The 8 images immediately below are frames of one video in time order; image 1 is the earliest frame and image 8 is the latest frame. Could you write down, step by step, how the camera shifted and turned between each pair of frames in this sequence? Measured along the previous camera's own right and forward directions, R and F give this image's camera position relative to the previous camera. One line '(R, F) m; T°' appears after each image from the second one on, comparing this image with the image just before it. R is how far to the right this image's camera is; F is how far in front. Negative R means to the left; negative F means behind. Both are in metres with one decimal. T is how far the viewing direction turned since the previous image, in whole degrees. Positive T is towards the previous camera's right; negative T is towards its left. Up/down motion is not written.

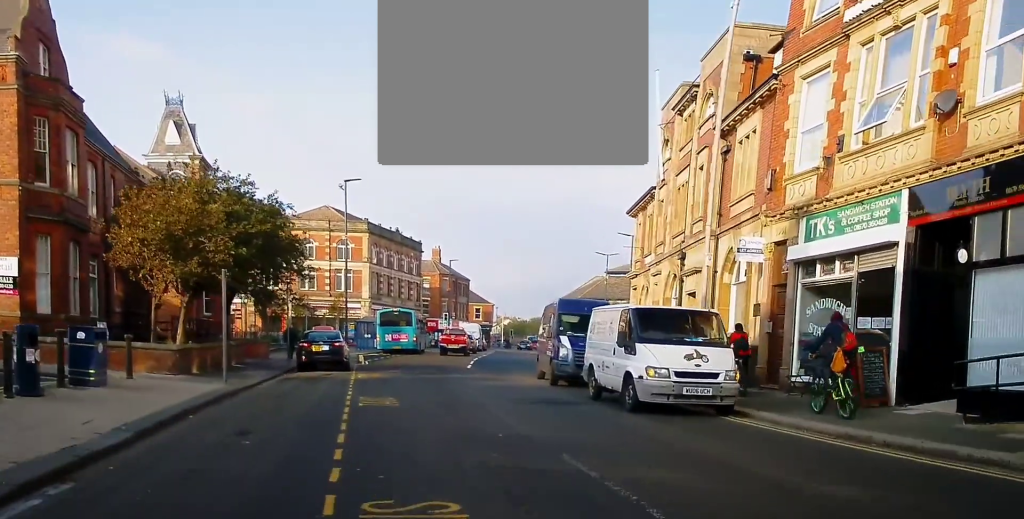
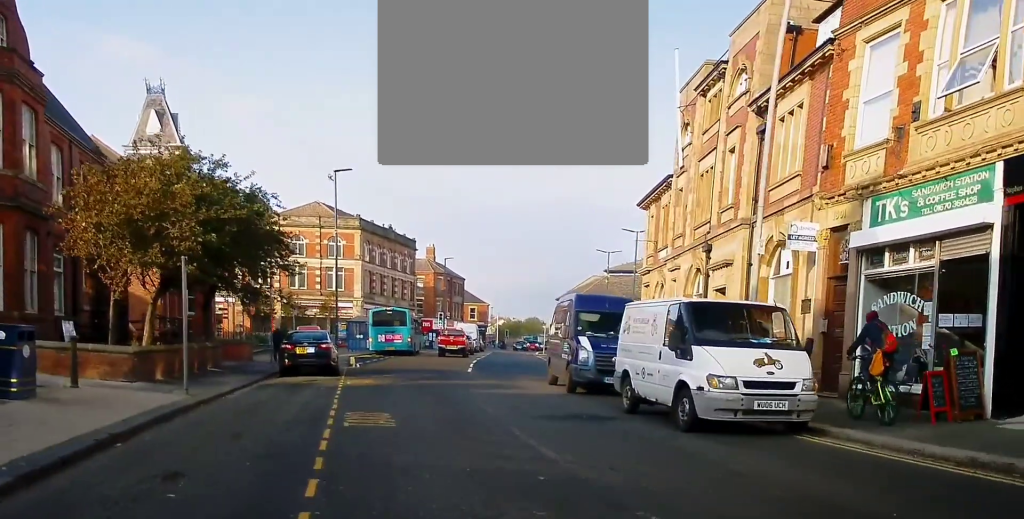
(-0.3, +2.7) m; -1°
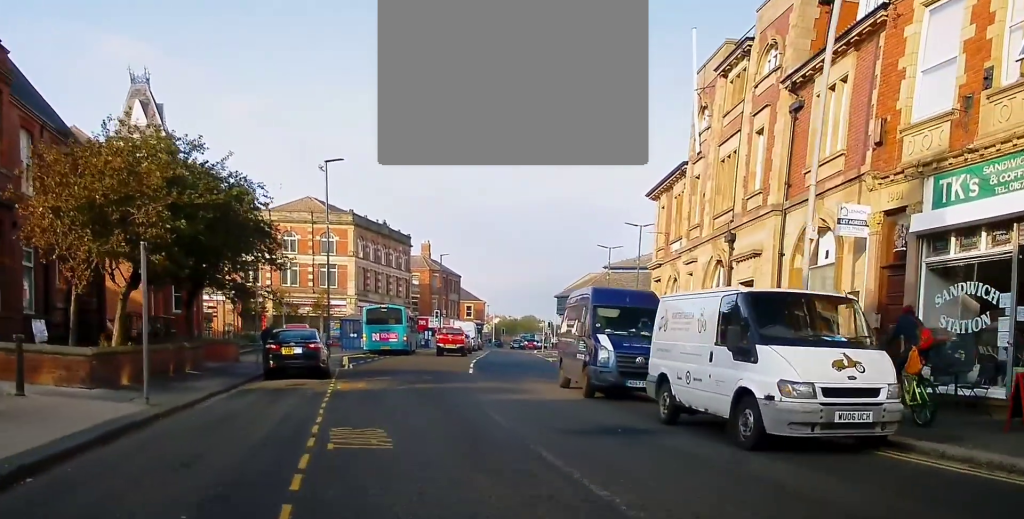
(-0.2, +2.2) m; -1°
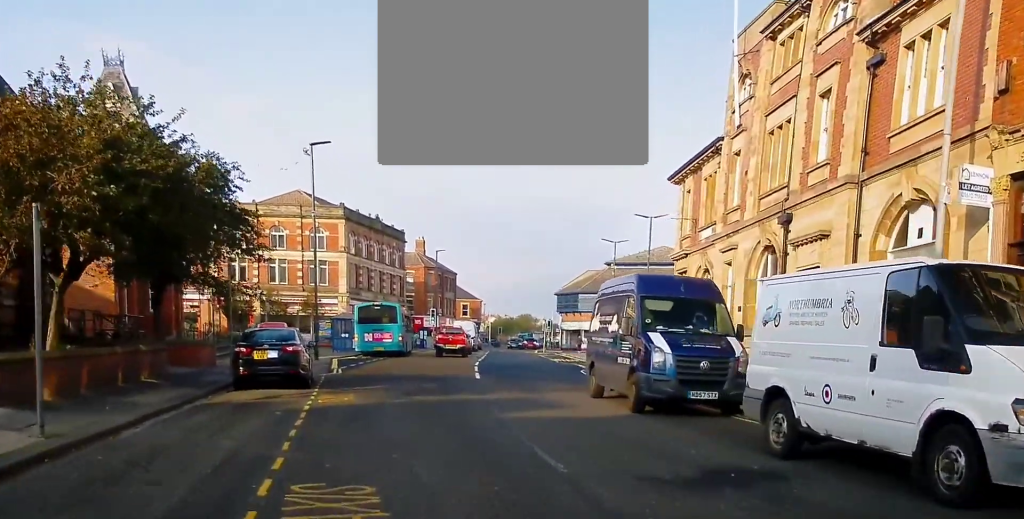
(+0.4, +3.6) m; 0°
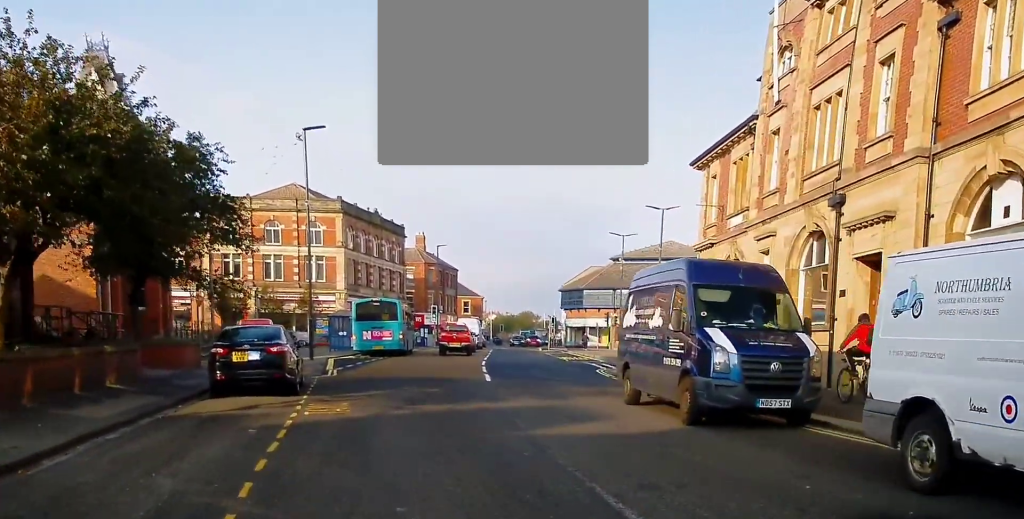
(0.0, +2.5) m; -2°
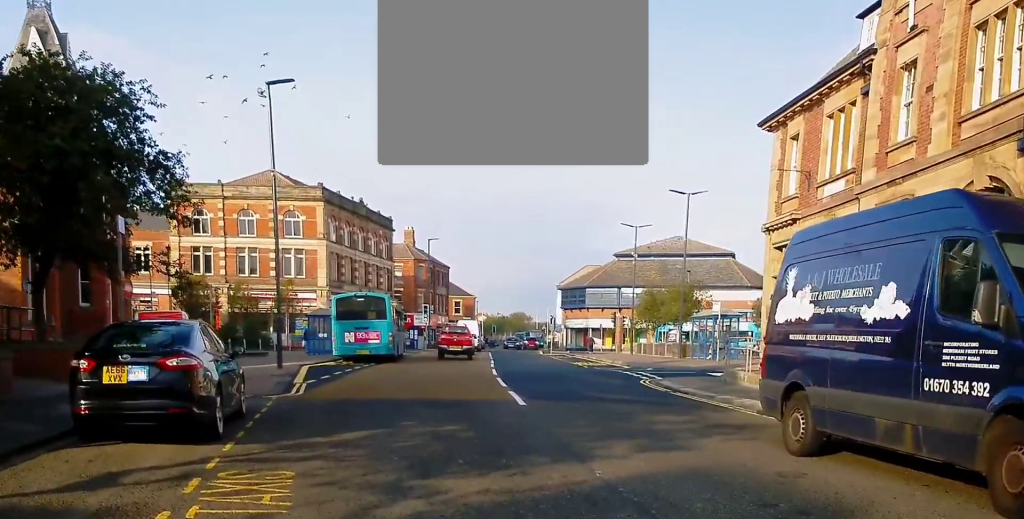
(-0.5, +6.8) m; 0°
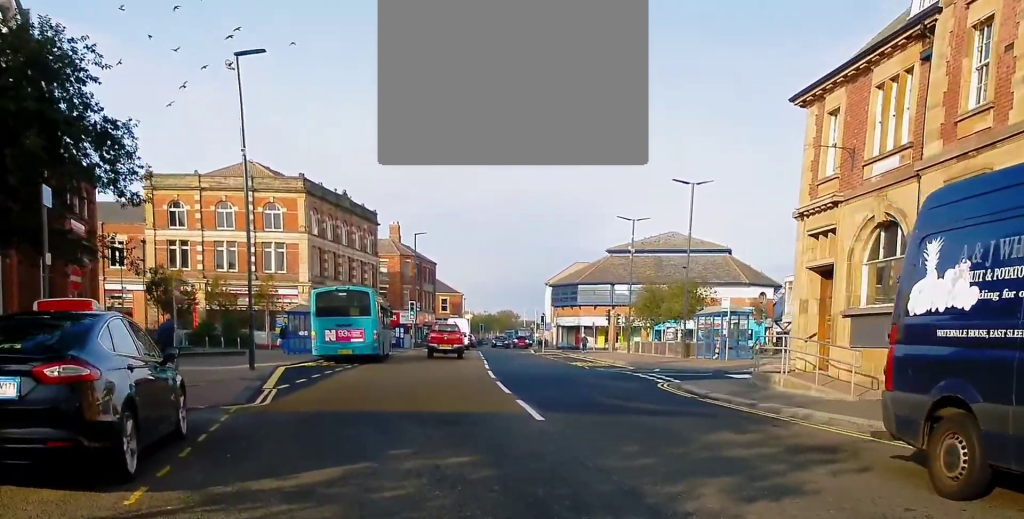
(+0.1, +2.9) m; +2°
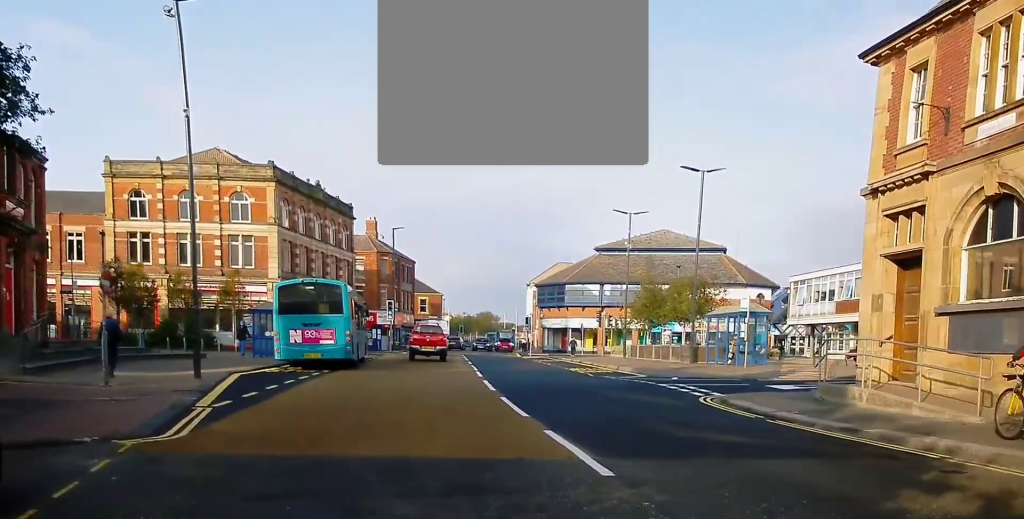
(+0.3, +4.6) m; +1°
